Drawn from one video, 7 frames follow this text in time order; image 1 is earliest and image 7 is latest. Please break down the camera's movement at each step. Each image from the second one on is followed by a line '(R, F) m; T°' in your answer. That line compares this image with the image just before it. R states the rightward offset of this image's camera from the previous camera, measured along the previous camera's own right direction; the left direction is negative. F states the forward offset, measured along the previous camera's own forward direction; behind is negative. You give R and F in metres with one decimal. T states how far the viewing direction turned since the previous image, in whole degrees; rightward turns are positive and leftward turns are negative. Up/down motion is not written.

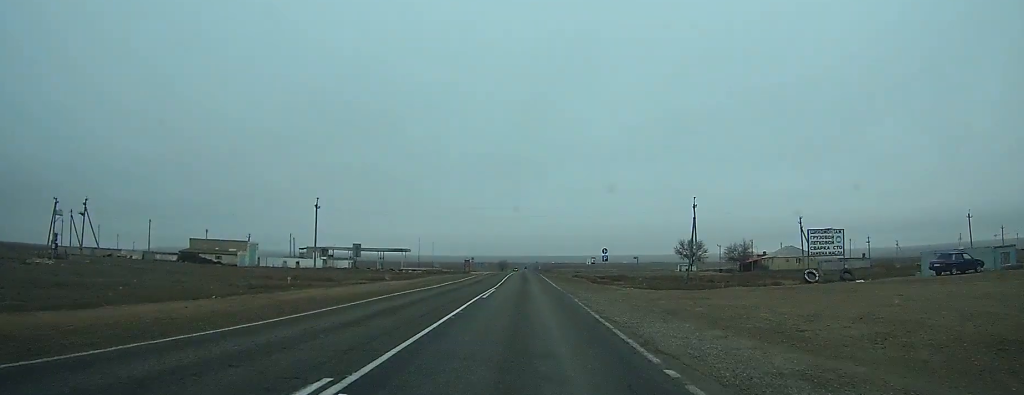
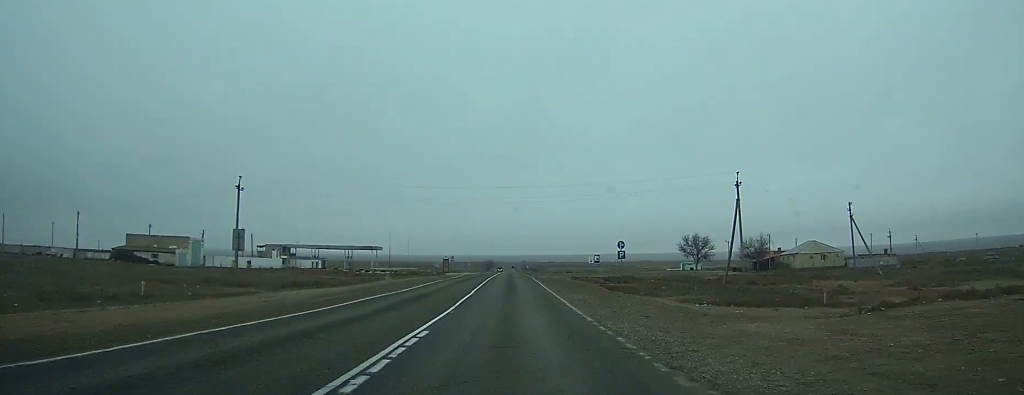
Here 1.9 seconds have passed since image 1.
(+0.4, +17.8) m; +2°
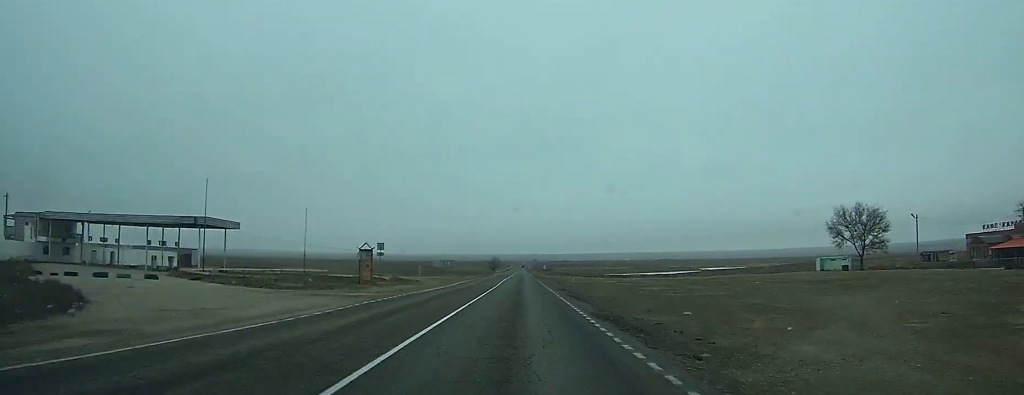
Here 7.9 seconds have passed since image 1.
(-0.7, +78.8) m; -1°
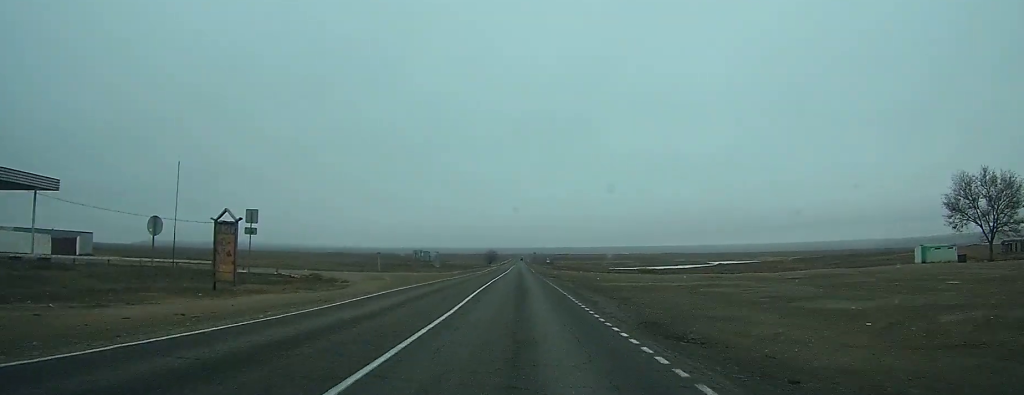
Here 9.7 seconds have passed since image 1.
(+0.1, +28.8) m; +1°
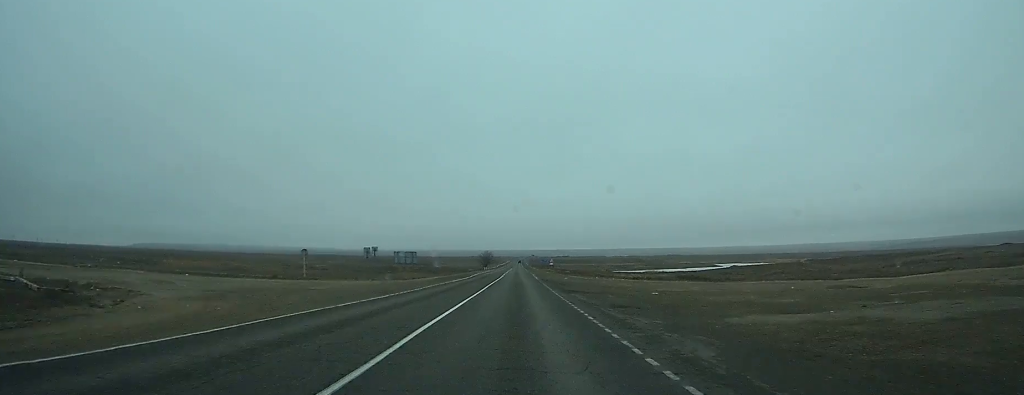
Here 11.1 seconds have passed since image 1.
(+0.2, +25.2) m; 0°
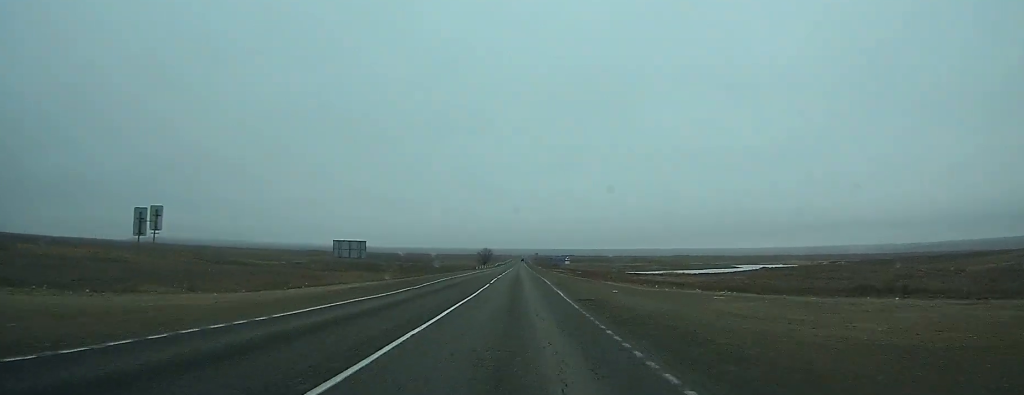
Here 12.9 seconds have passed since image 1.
(0.0, +36.1) m; 0°
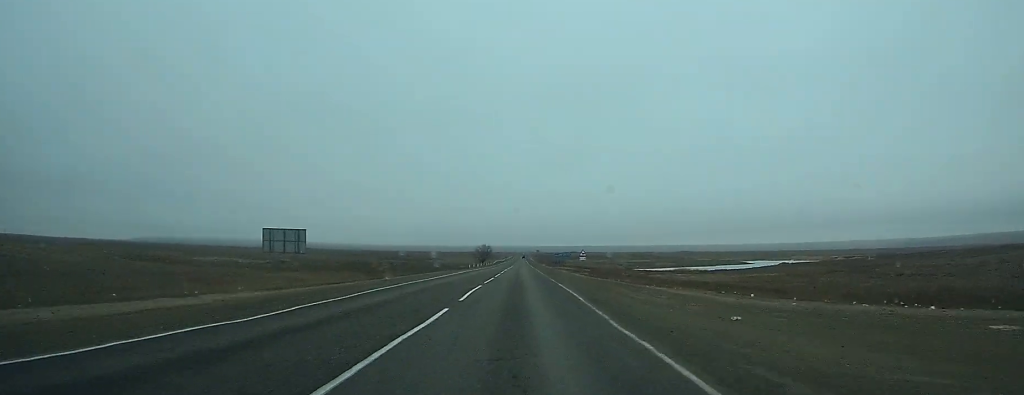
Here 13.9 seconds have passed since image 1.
(-0.1, +20.2) m; 0°
